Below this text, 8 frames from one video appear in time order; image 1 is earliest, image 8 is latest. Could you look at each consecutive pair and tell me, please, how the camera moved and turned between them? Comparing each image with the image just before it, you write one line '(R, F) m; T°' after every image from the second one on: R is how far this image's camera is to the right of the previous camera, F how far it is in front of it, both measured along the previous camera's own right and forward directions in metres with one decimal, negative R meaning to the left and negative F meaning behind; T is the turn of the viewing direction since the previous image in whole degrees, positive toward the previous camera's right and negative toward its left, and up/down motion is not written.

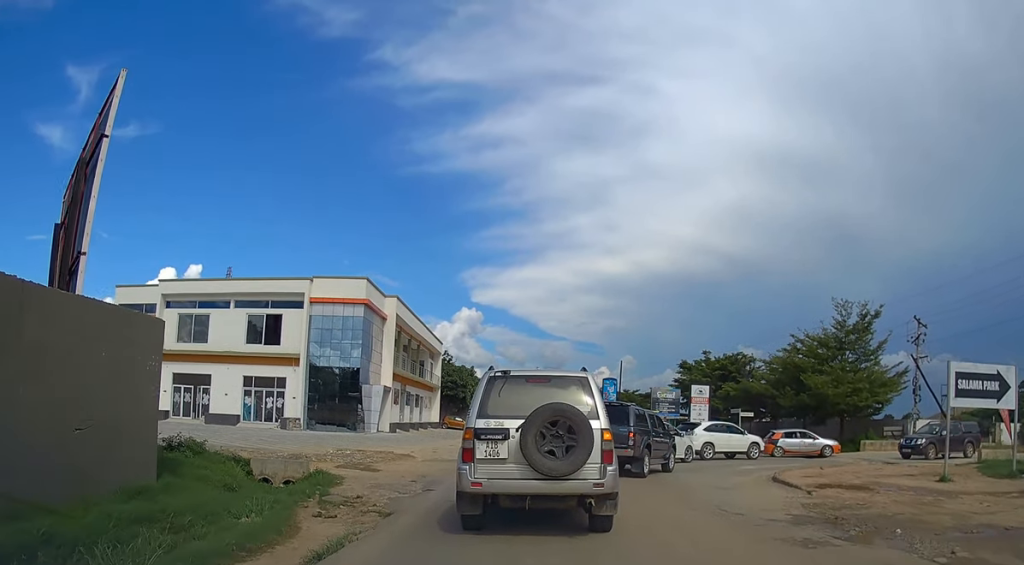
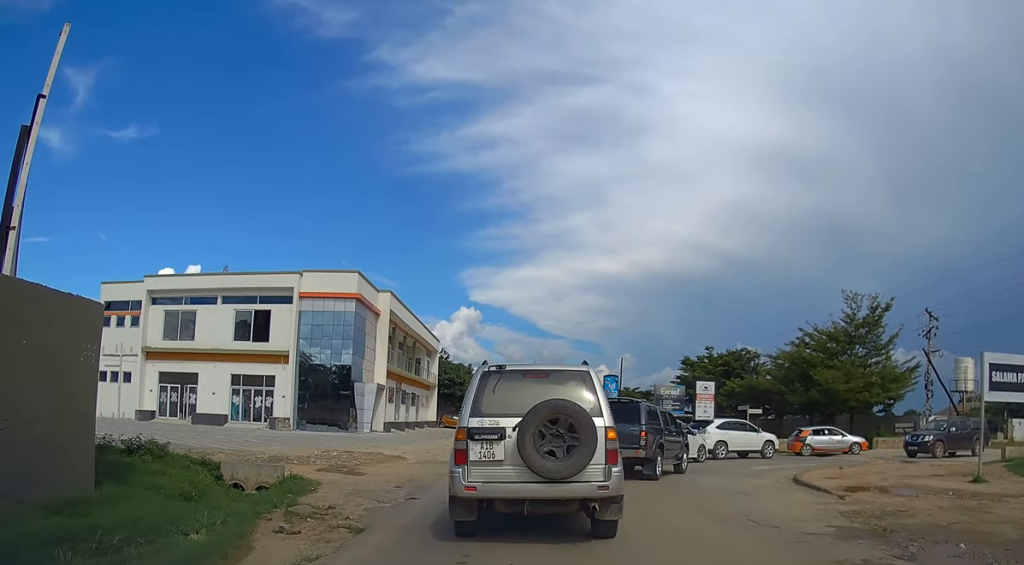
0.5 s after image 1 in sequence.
(+0.1, +1.6) m; +2°
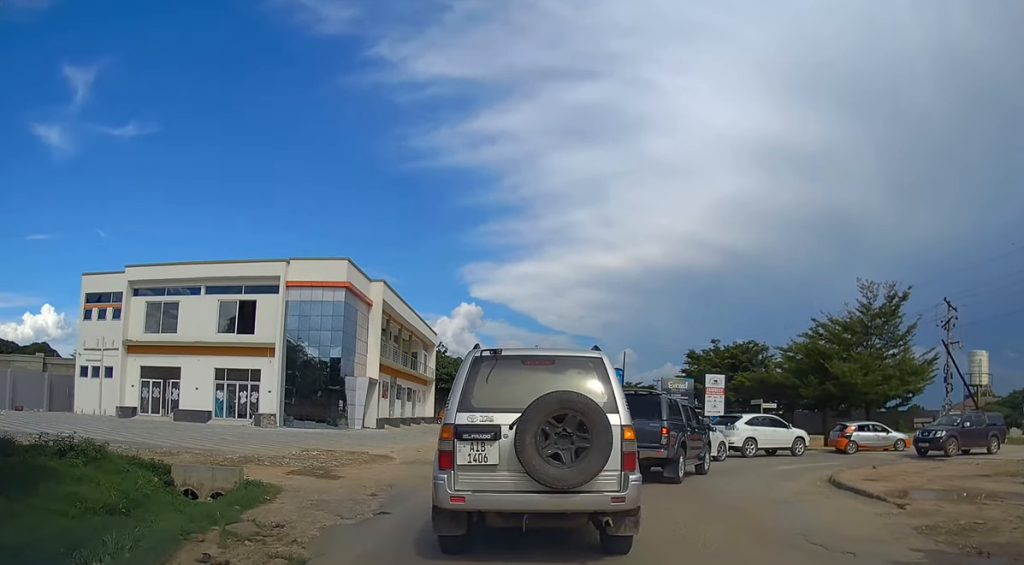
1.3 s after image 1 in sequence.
(0.0, +2.4) m; +1°
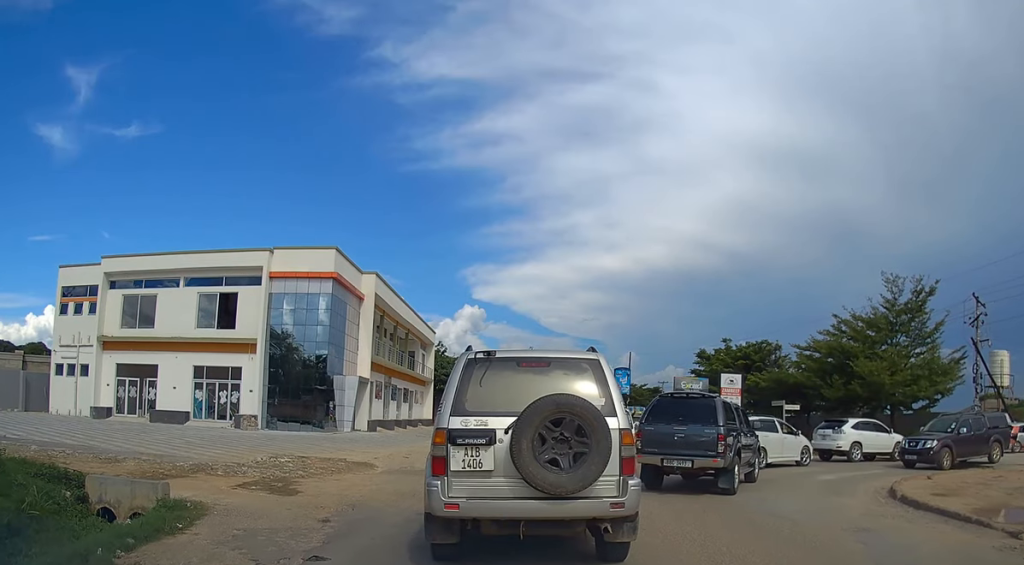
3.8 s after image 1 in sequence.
(+0.1, +3.8) m; +1°
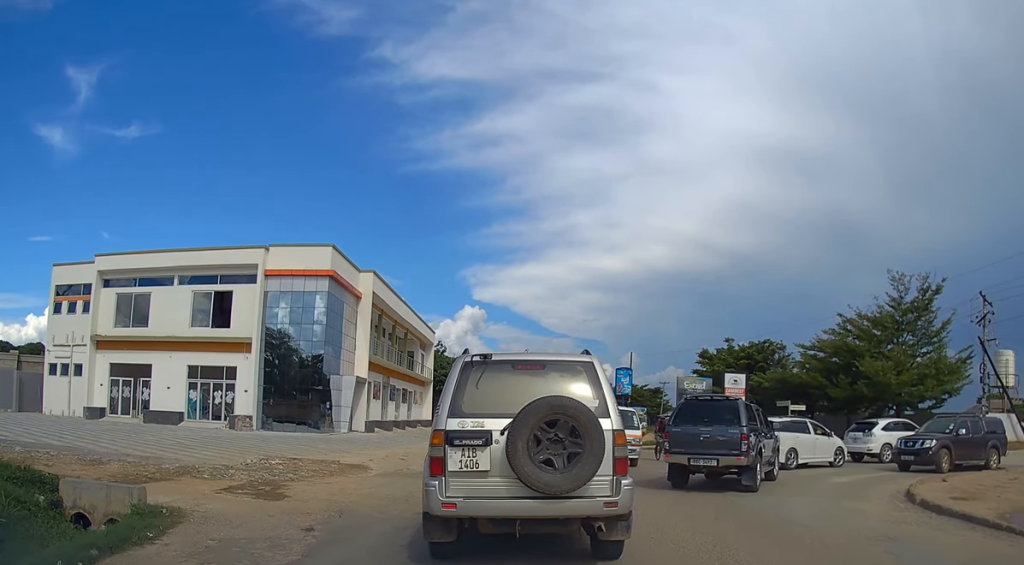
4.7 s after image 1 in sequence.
(-0.1, +0.7) m; 0°
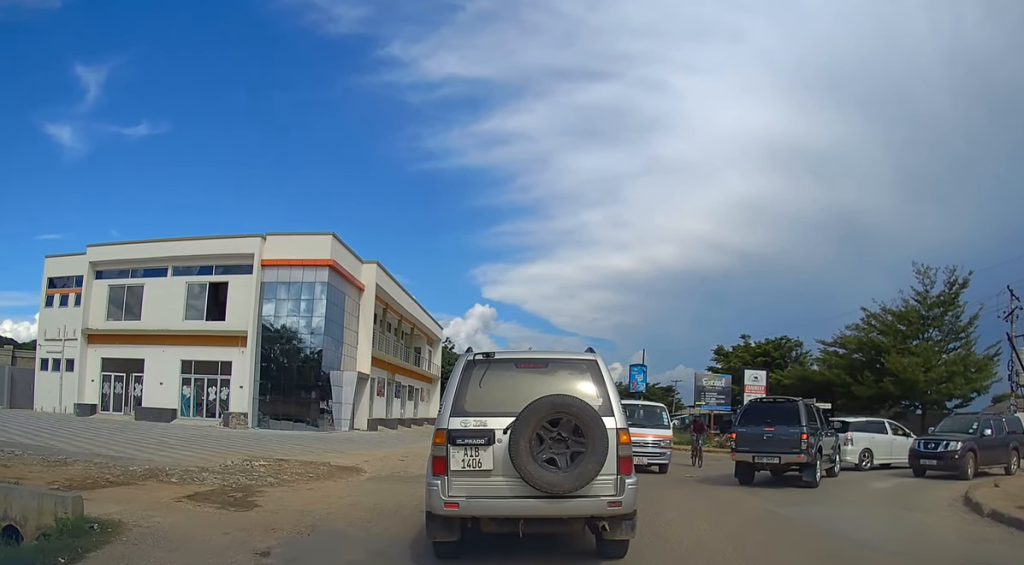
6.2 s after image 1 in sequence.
(-0.1, +1.5) m; 0°
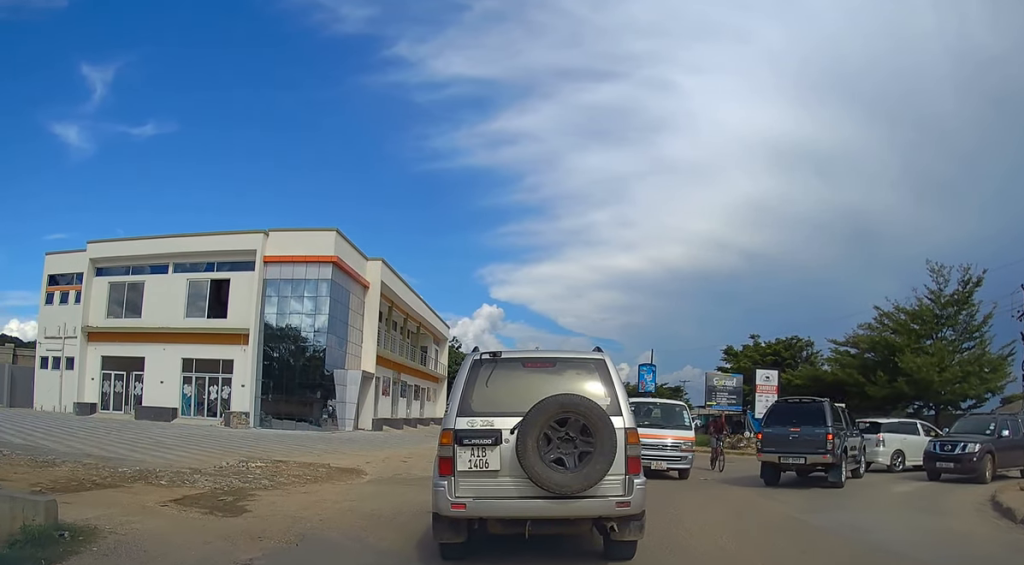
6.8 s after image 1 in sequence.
(0.0, +0.6) m; 0°
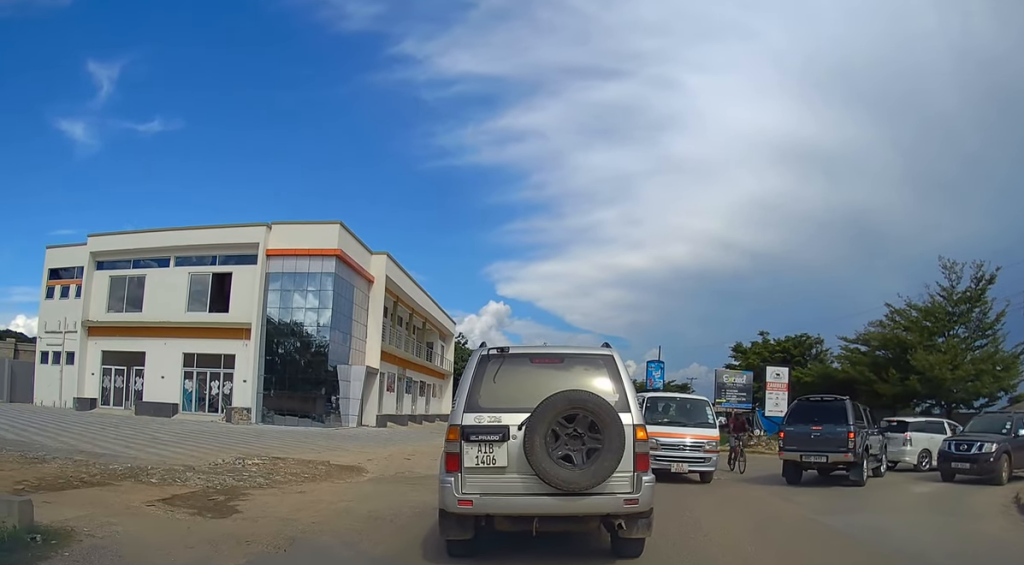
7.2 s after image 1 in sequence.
(0.0, +0.5) m; 0°
